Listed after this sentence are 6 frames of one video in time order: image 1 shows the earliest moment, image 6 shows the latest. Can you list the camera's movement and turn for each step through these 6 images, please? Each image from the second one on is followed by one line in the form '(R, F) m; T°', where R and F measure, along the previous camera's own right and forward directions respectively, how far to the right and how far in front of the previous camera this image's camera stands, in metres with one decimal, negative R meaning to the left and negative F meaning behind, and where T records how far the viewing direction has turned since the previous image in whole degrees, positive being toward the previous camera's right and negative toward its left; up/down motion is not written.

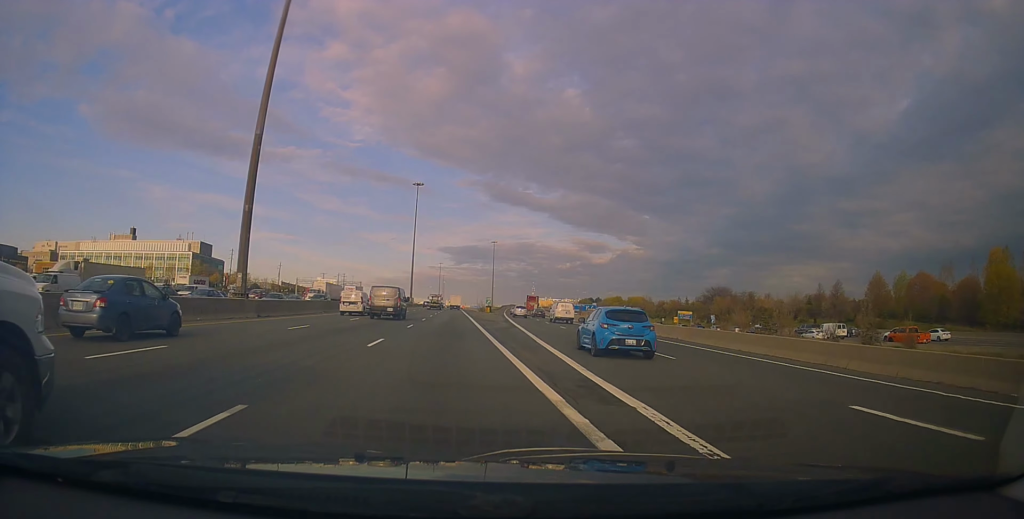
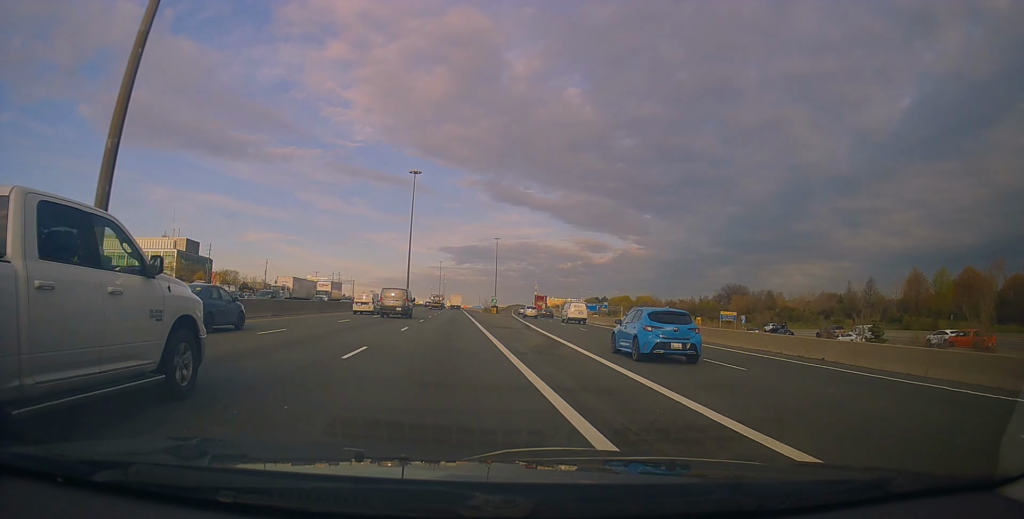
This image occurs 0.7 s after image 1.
(-0.3, +15.3) m; 0°
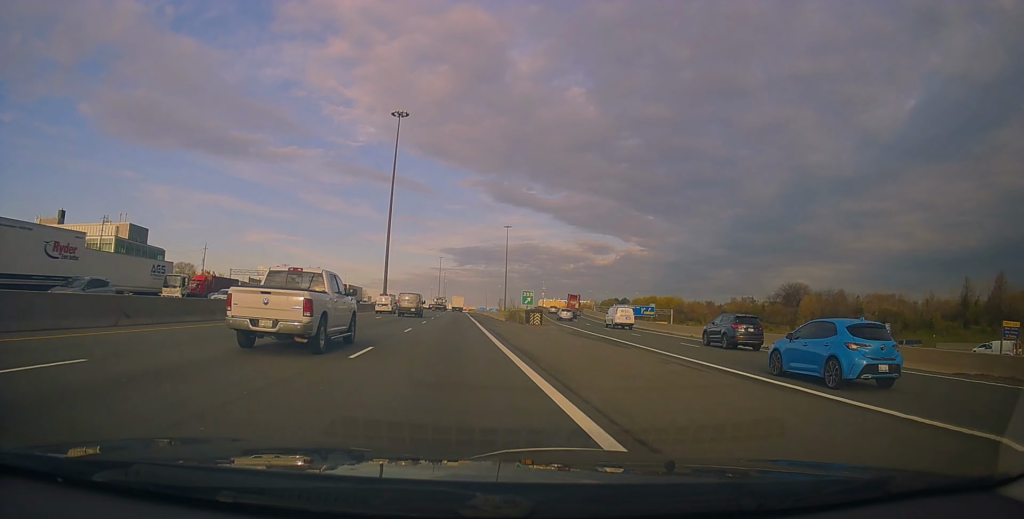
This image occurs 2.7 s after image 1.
(+0.5, +48.7) m; 0°
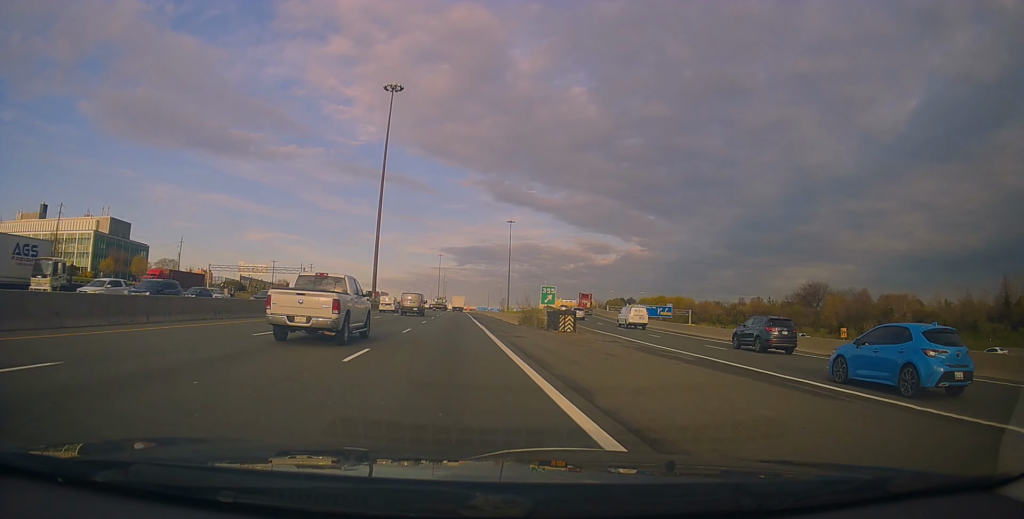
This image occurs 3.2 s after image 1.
(-0.1, +12.6) m; -1°
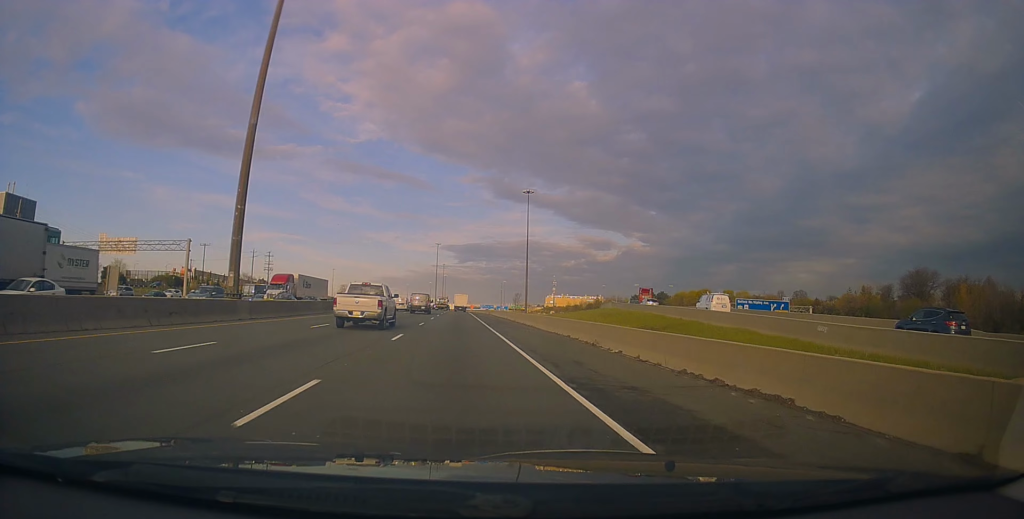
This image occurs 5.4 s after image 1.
(+0.1, +54.4) m; 0°
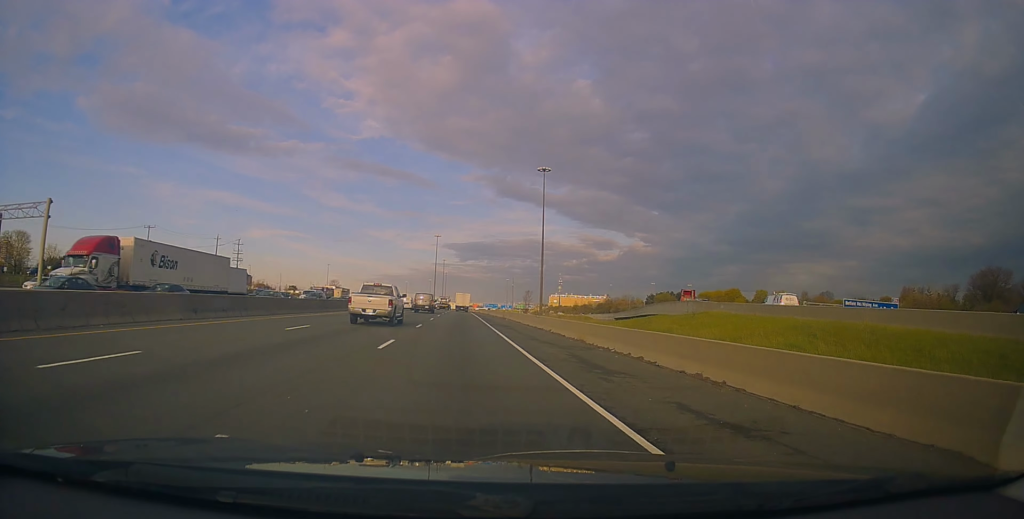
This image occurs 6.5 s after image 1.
(0.0, +27.5) m; -1°
